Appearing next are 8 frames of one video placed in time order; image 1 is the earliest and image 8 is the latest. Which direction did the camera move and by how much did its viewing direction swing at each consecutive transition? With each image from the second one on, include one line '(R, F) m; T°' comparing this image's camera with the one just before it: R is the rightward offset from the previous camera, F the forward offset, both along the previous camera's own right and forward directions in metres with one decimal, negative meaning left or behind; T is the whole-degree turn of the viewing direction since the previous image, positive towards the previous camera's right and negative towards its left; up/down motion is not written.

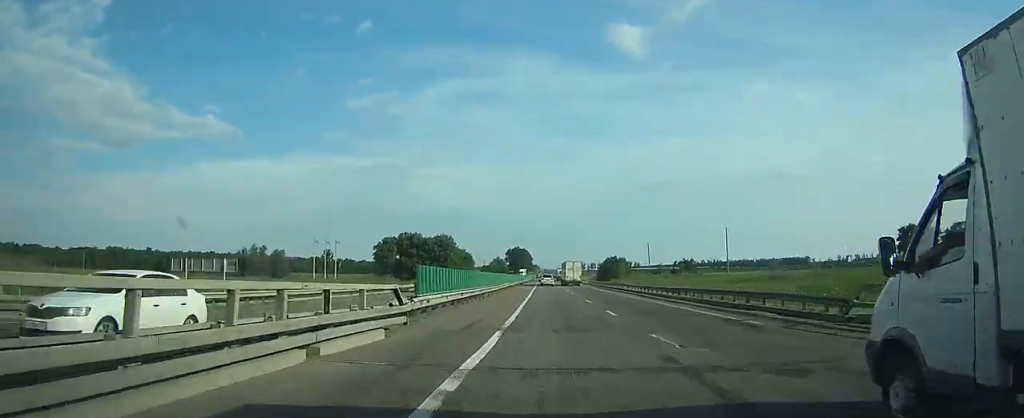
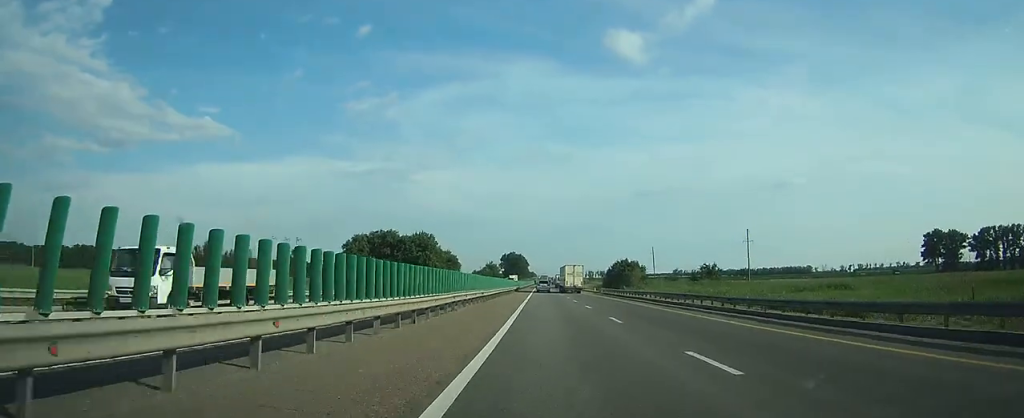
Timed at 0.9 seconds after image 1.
(0.0, +22.8) m; 0°
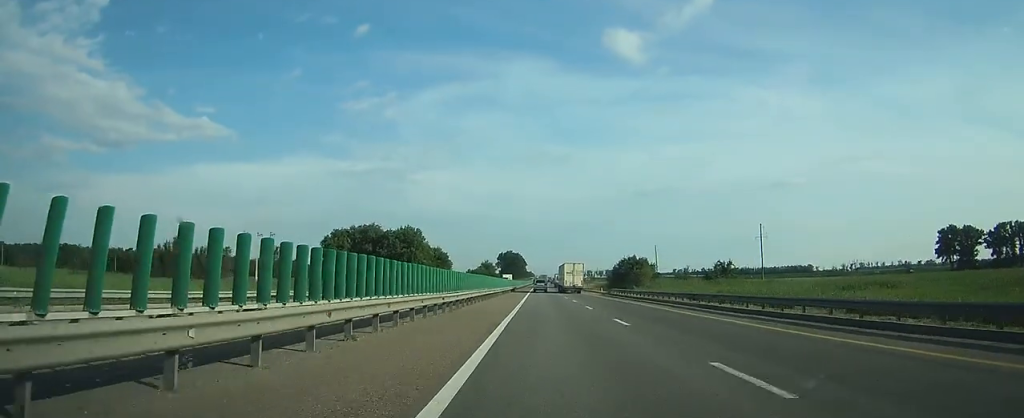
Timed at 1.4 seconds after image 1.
(+0.1, +14.8) m; 0°
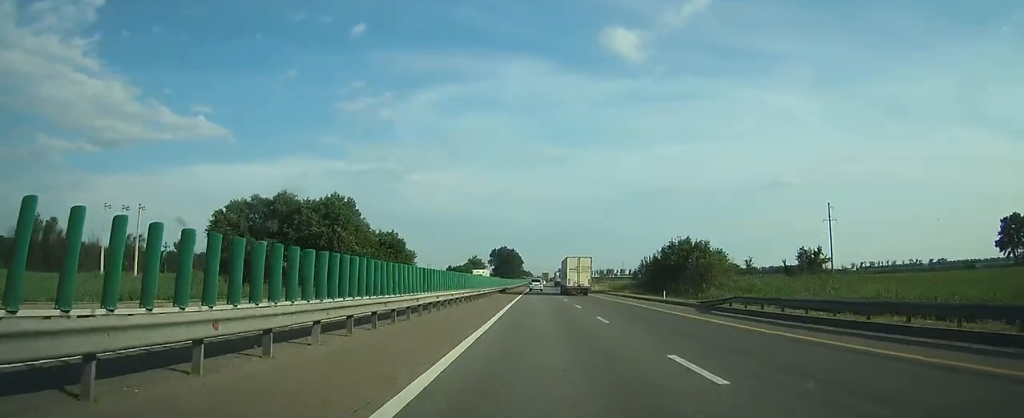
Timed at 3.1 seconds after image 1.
(+0.1, +70.8) m; 0°
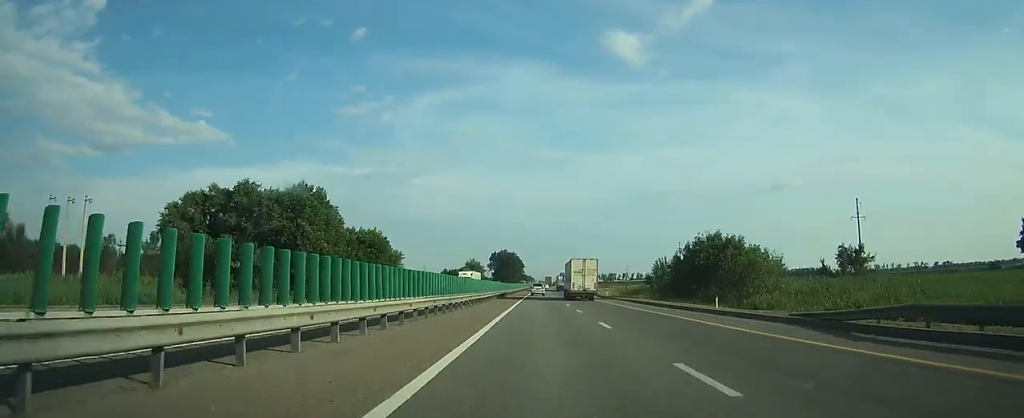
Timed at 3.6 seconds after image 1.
(0.0, +20.8) m; 0°
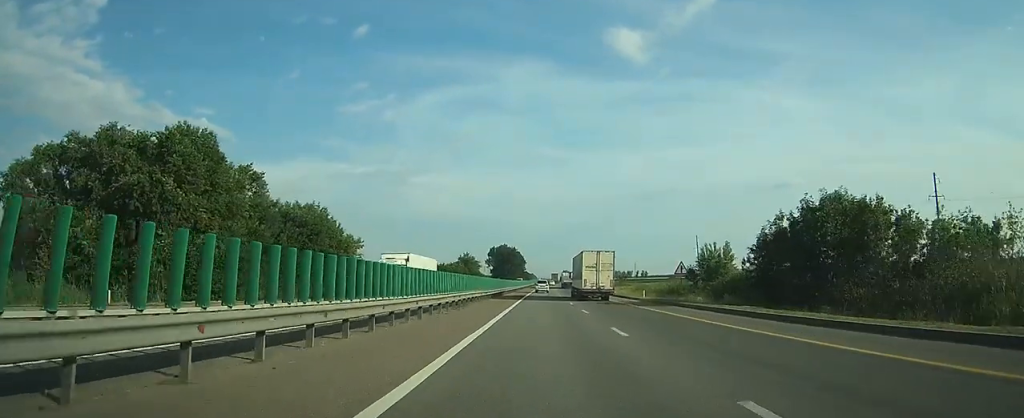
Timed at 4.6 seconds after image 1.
(0.0, +35.9) m; 0°
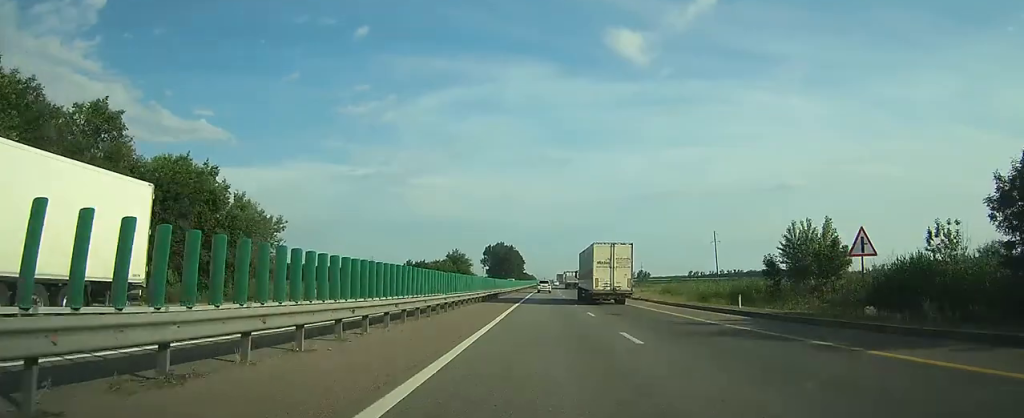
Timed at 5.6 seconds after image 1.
(0.0, +25.3) m; 0°
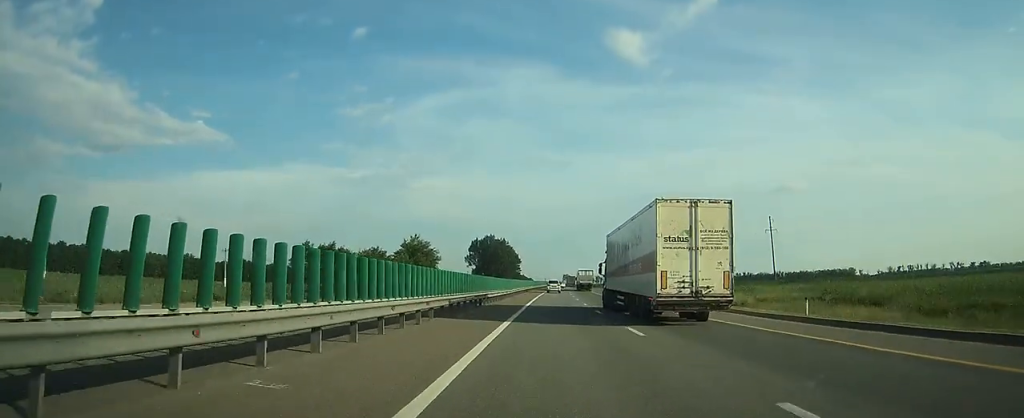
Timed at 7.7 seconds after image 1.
(+0.1, +46.5) m; 0°
